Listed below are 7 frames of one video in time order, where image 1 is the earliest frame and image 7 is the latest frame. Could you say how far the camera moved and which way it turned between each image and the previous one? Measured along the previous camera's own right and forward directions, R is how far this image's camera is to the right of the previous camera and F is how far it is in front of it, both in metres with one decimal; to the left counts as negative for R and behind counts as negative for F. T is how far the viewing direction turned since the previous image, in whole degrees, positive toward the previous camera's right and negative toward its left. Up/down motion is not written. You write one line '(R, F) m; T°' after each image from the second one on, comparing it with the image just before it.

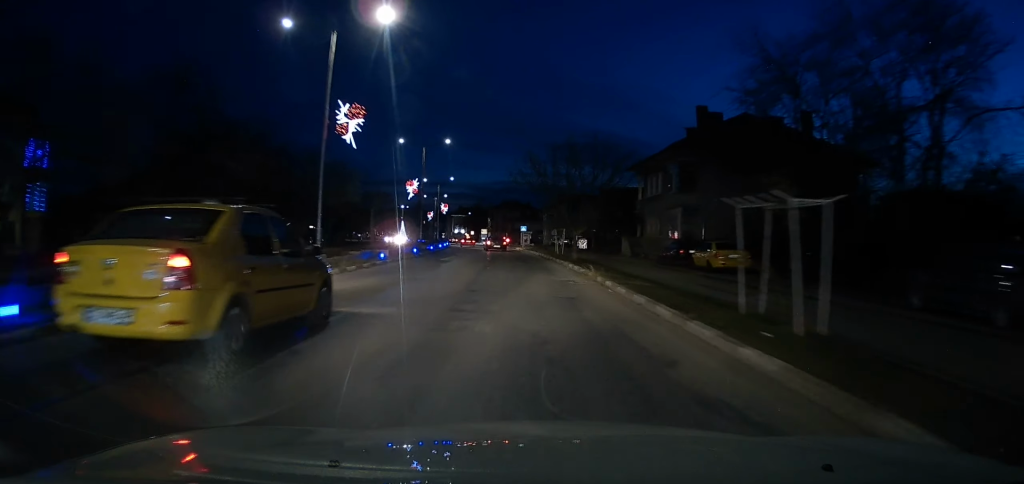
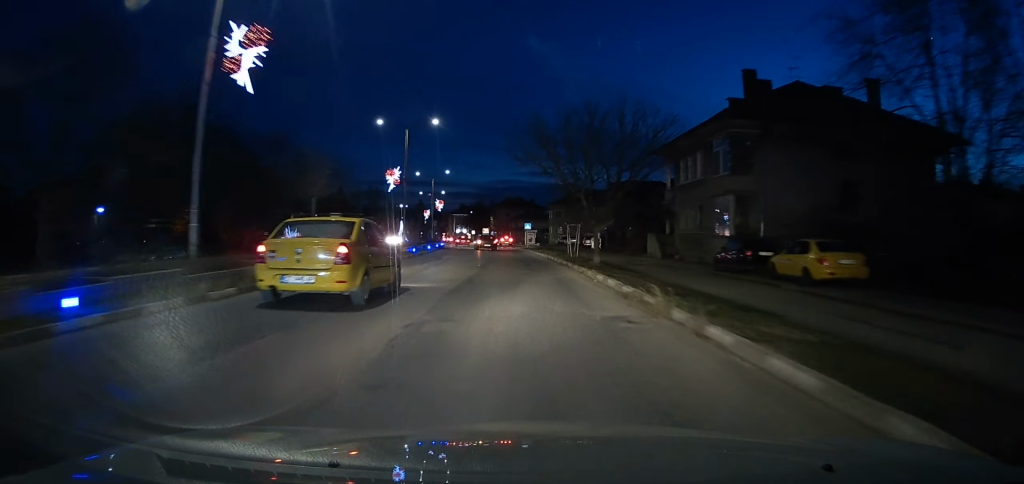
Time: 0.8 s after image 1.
(0.0, +8.9) m; 0°
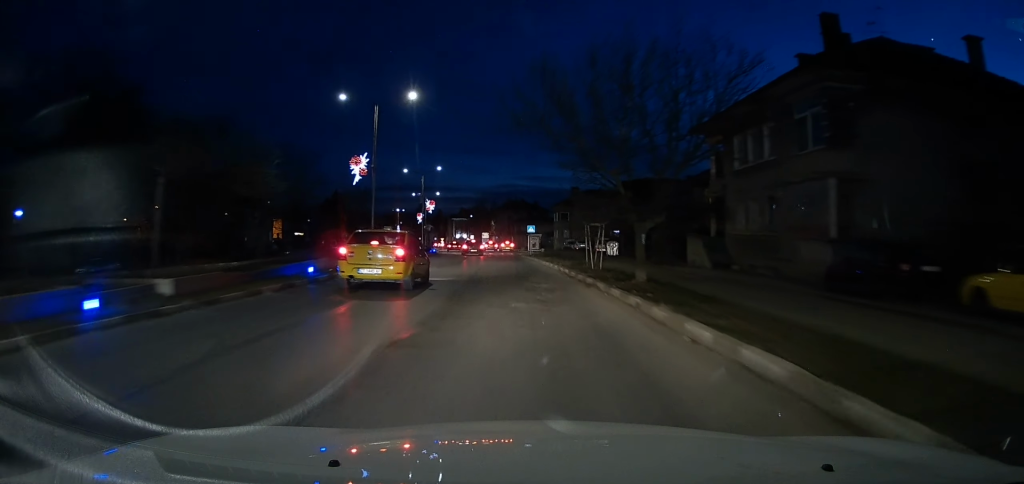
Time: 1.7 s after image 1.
(0.0, +9.6) m; -1°
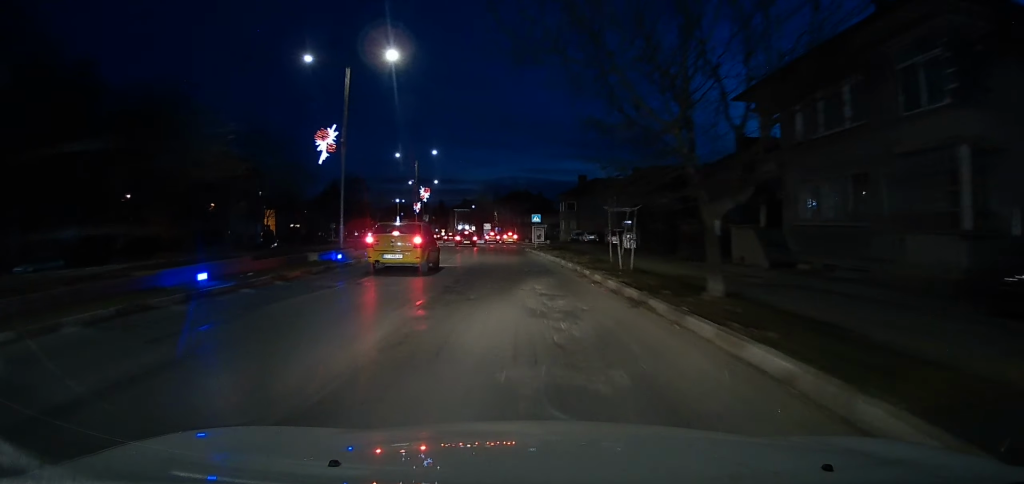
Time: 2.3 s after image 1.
(-0.1, +6.3) m; 0°
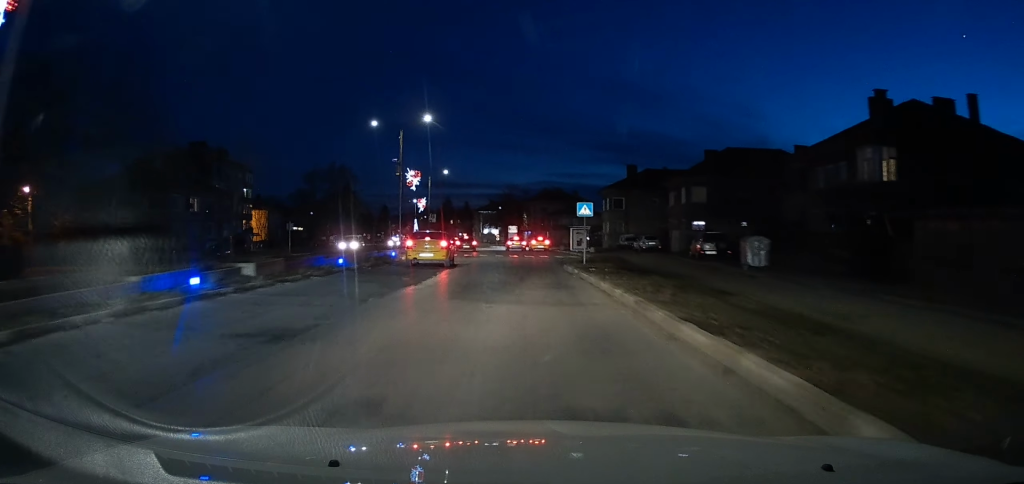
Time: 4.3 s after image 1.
(-0.2, +20.2) m; -2°
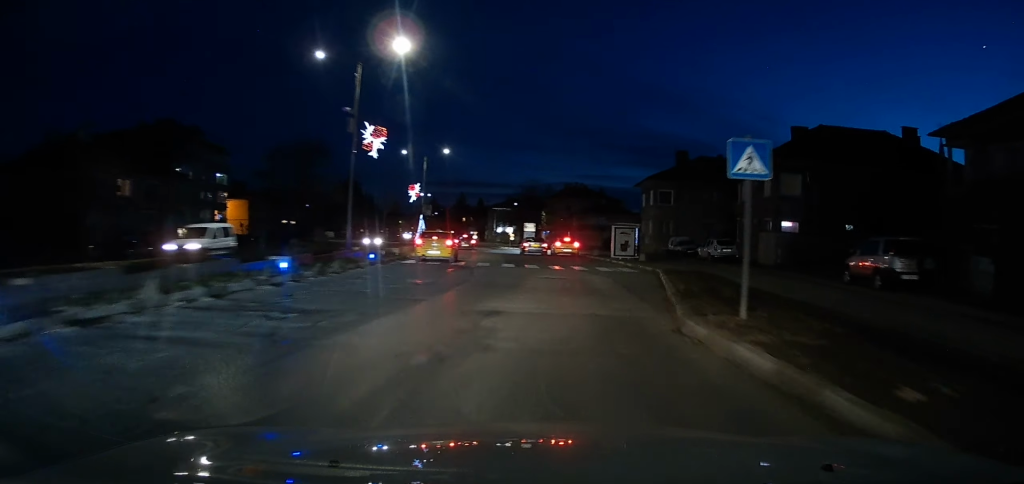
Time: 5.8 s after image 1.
(-0.4, +16.3) m; -2°
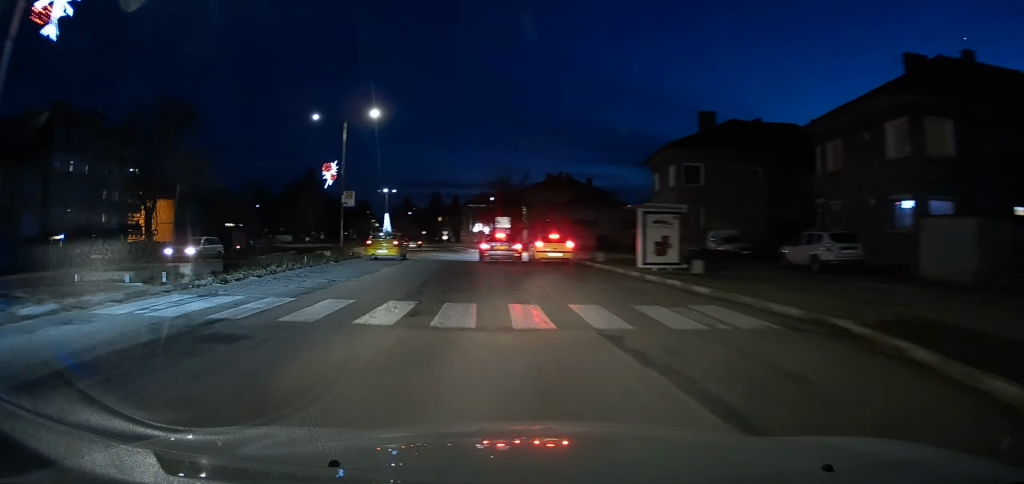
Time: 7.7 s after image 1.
(0.0, +19.0) m; +1°
